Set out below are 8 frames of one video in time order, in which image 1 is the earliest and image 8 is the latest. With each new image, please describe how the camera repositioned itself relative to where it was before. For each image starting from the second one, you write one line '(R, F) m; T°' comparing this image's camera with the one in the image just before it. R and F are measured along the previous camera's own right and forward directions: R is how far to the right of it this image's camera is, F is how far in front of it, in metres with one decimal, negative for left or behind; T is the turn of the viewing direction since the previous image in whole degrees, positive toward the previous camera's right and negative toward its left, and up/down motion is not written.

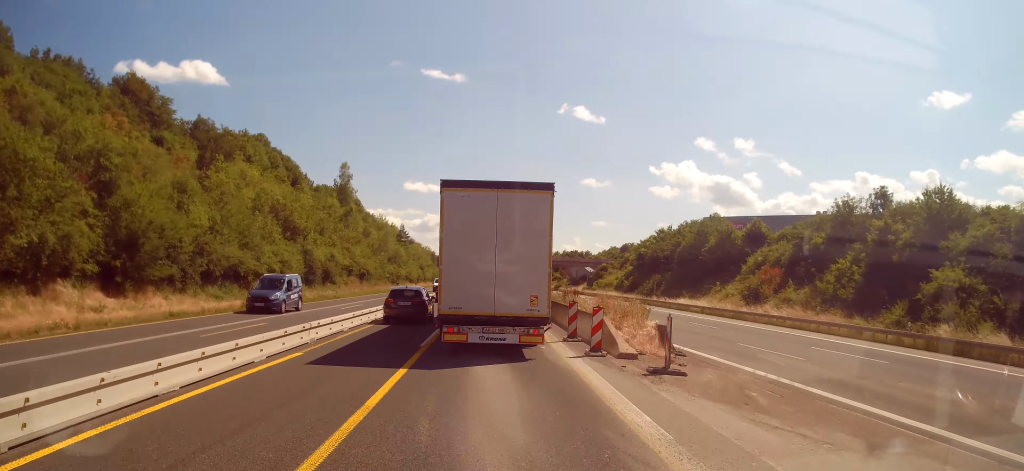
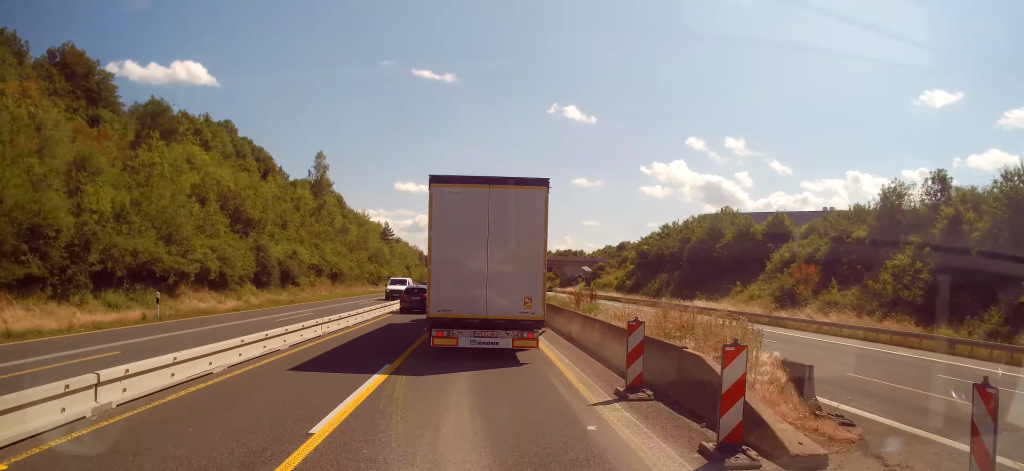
(0.0, +9.9) m; -2°
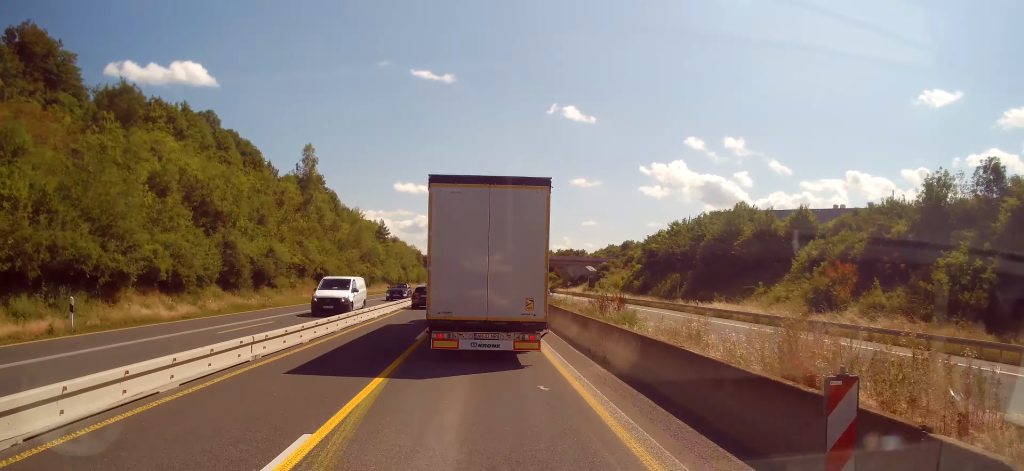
(-0.1, +5.7) m; -1°
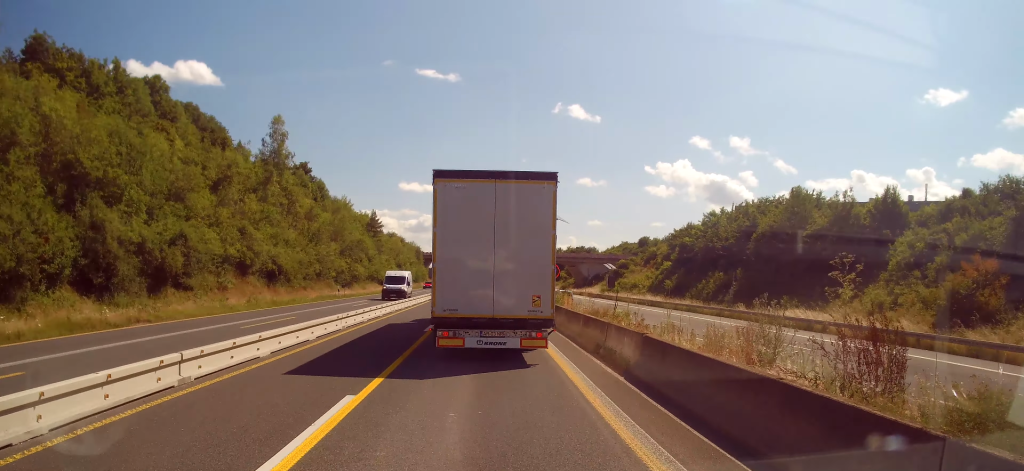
(+0.1, +16.0) m; +3°
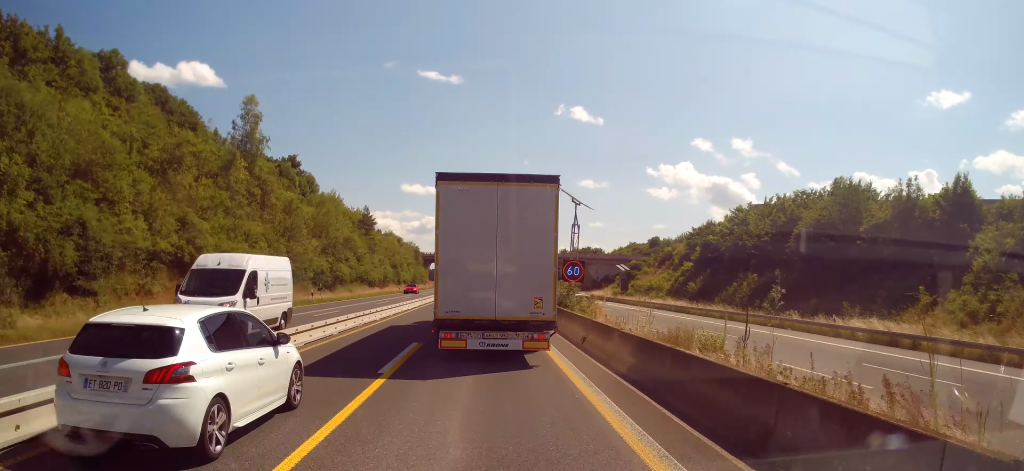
(0.0, +9.4) m; -1°
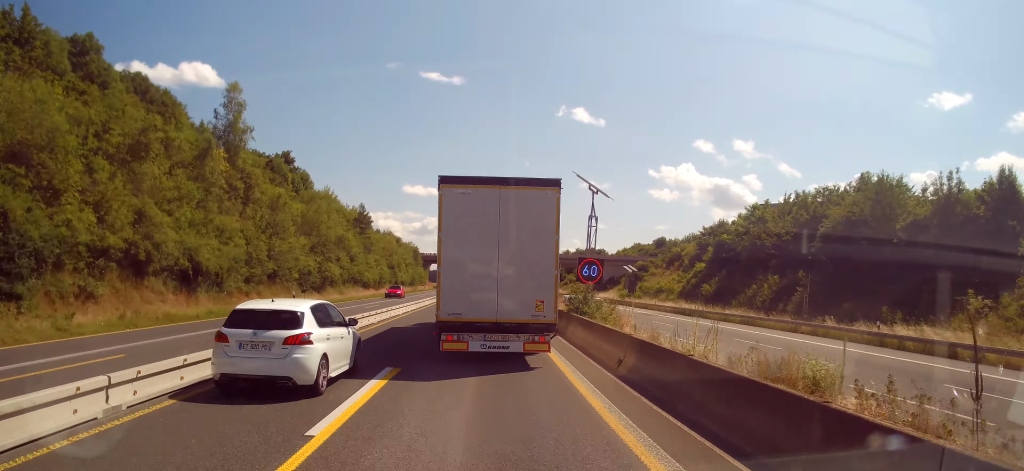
(-0.1, +4.8) m; 0°
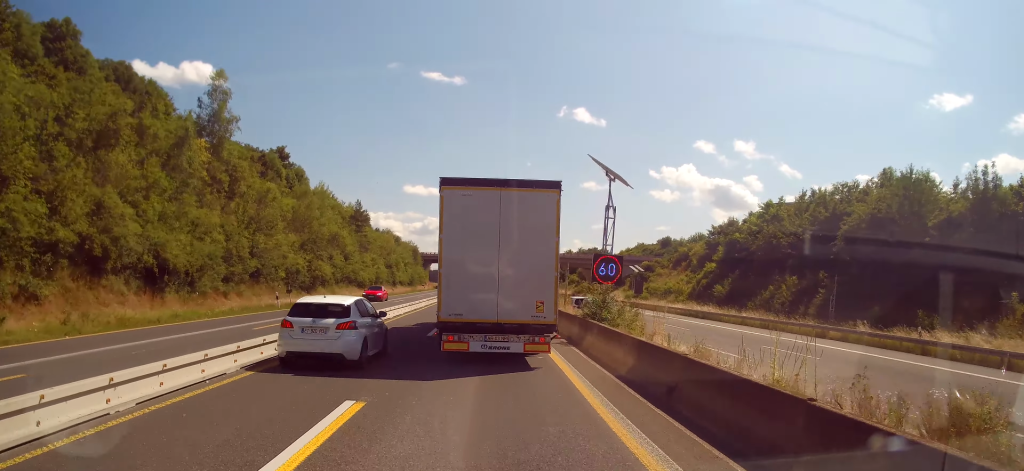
(+0.1, +3.7) m; 0°
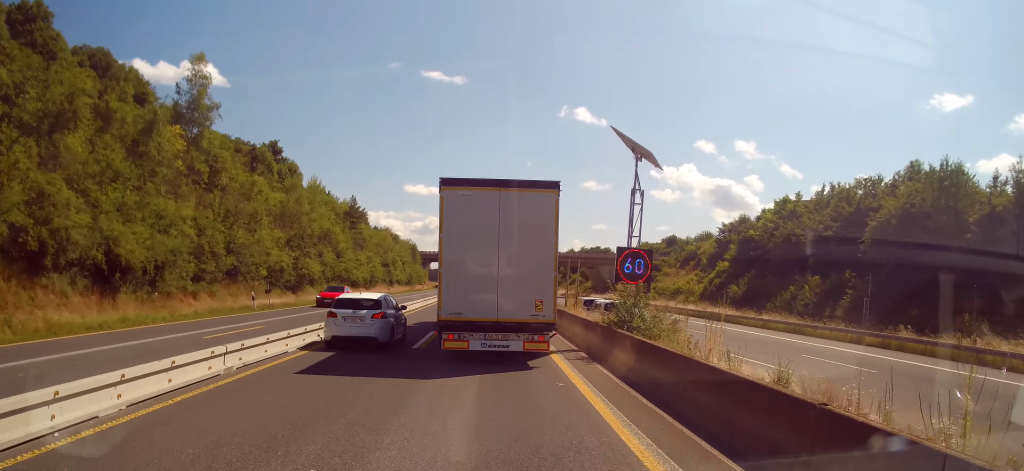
(+0.1, +4.0) m; +1°
